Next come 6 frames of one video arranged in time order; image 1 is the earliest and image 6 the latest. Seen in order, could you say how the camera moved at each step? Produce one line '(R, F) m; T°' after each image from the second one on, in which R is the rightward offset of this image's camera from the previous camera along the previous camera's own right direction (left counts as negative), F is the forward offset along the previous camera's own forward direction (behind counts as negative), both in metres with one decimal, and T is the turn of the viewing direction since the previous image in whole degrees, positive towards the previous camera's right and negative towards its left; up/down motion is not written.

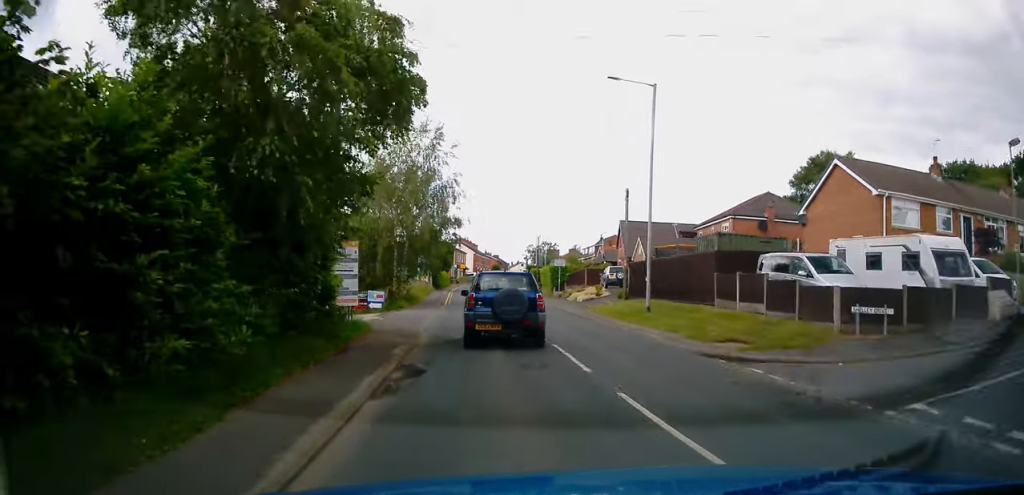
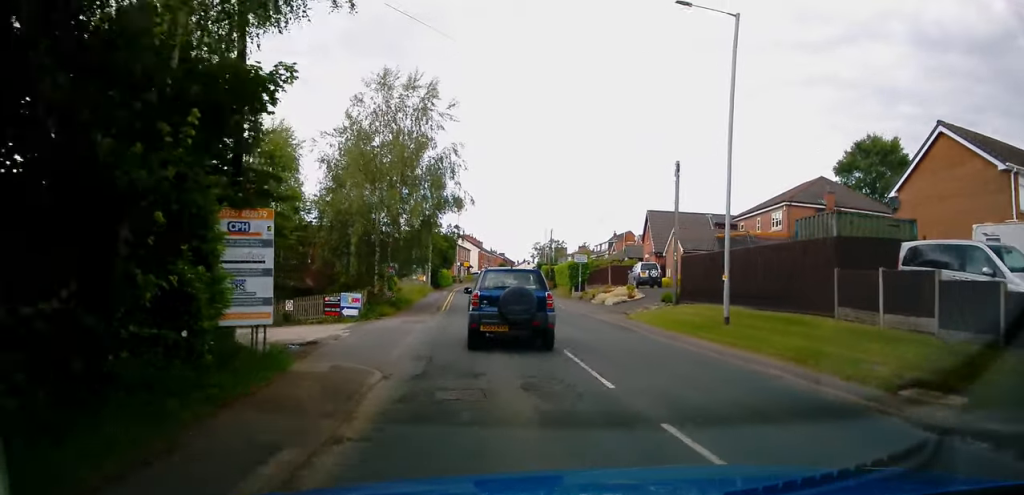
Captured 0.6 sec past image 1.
(0.0, +7.5) m; 0°
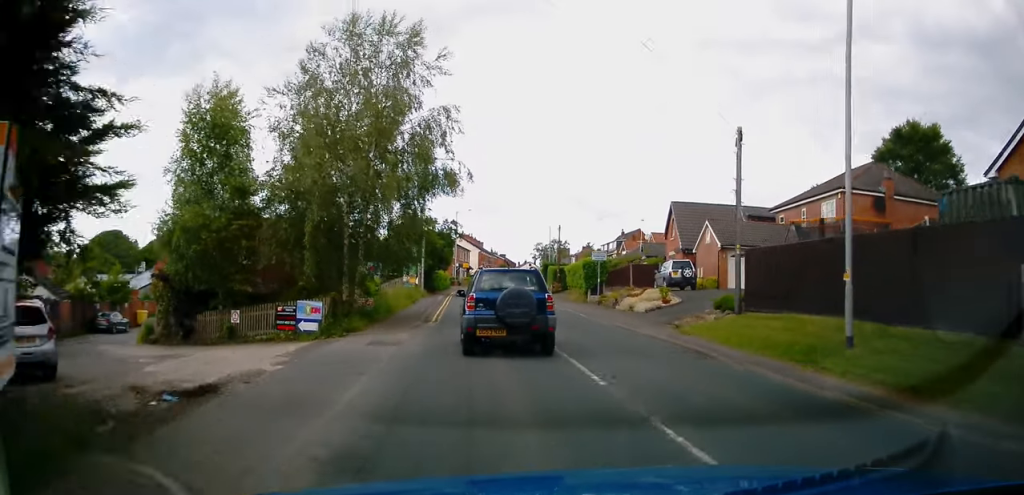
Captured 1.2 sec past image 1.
(0.0, +6.6) m; 0°
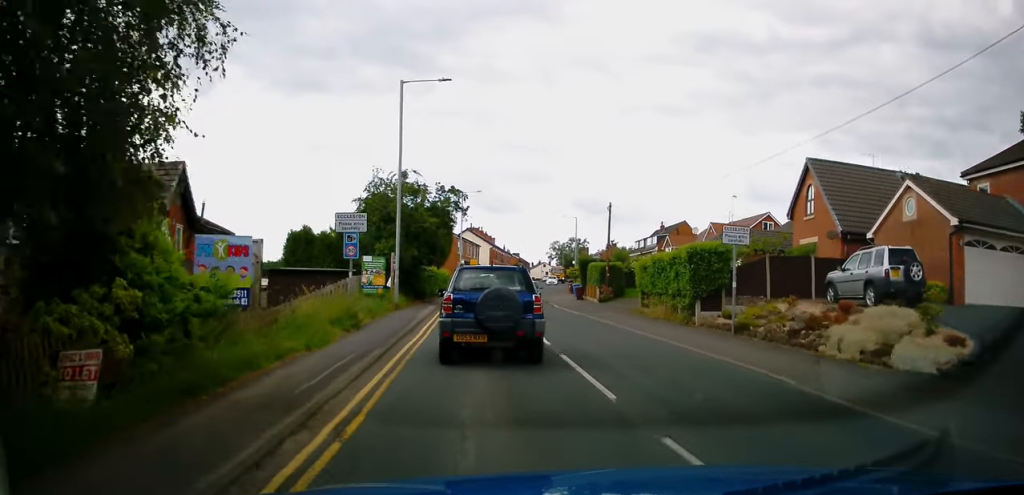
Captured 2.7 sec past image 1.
(-0.3, +17.9) m; -3°
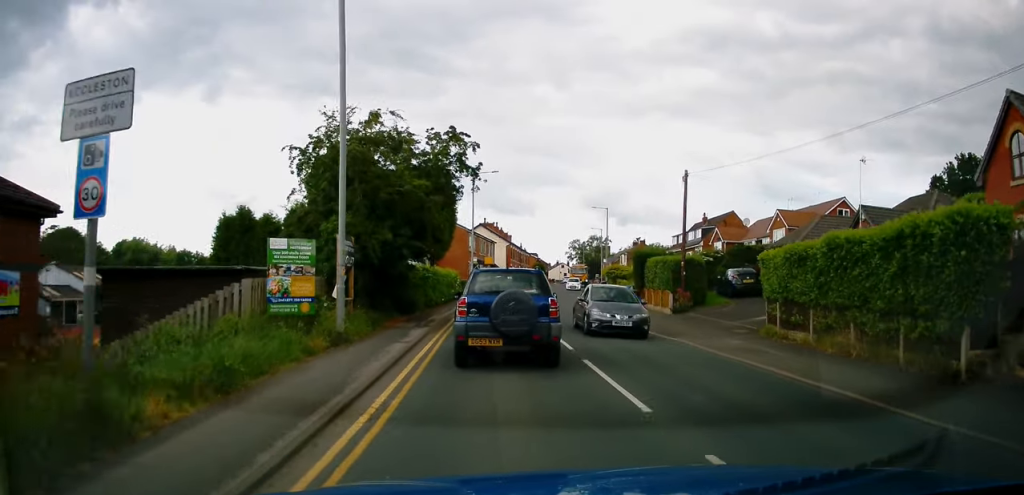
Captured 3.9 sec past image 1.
(-0.4, +12.3) m; -1°
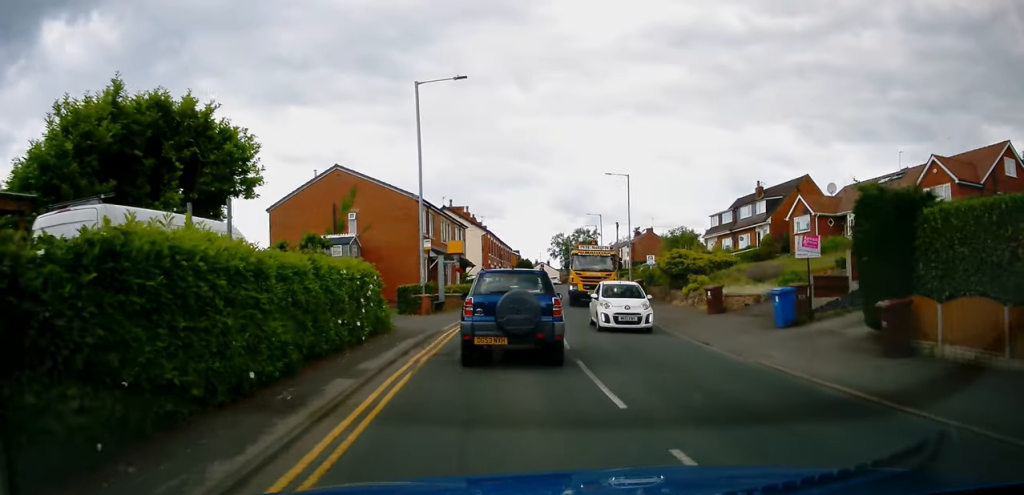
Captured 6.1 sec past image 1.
(+0.9, +23.6) m; +3°
